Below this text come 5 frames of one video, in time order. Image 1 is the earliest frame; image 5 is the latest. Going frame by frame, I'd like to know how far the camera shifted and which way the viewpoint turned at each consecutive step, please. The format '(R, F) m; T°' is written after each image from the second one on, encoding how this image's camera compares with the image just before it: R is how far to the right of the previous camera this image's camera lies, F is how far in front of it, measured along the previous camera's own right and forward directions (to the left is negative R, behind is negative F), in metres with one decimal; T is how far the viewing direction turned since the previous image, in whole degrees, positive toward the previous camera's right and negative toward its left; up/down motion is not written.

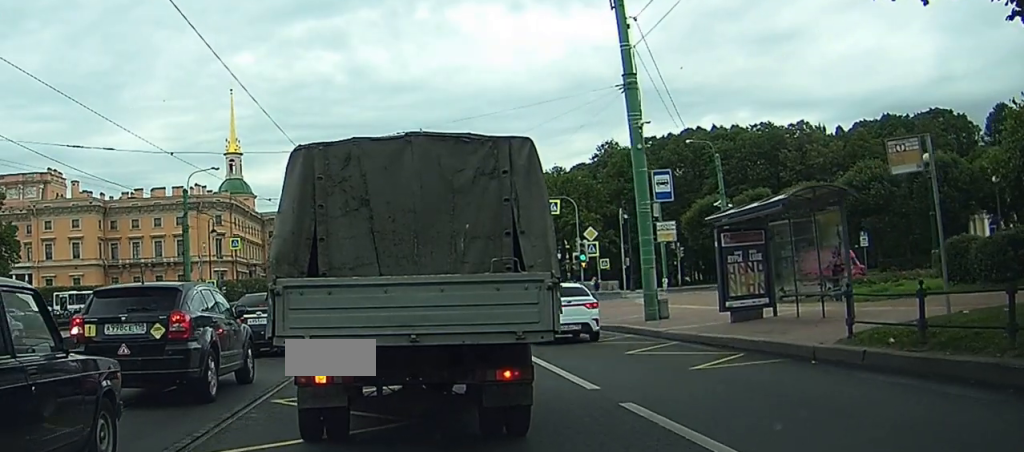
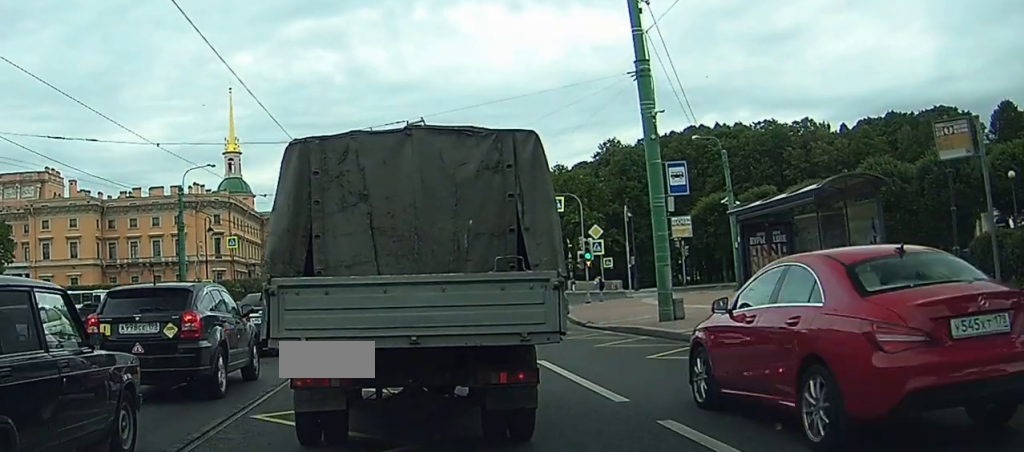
(0.0, +1.8) m; -2°
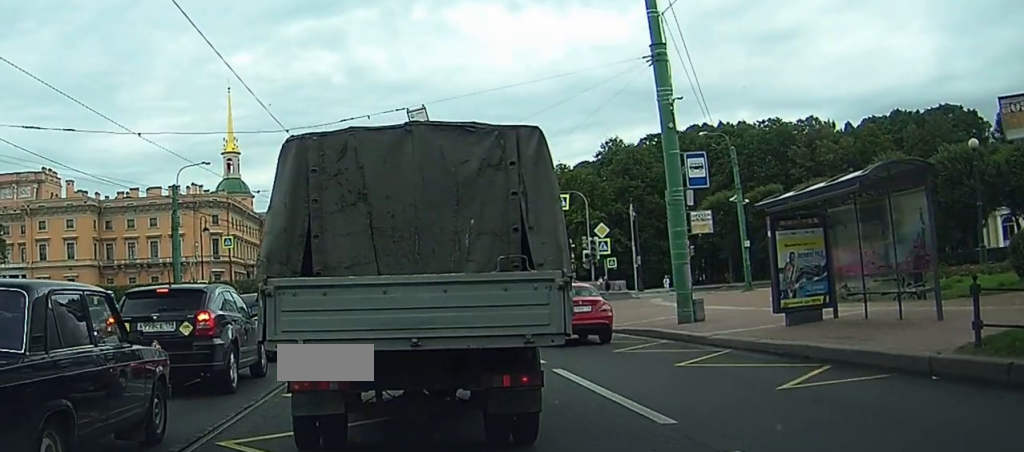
(0.0, +2.3) m; 0°
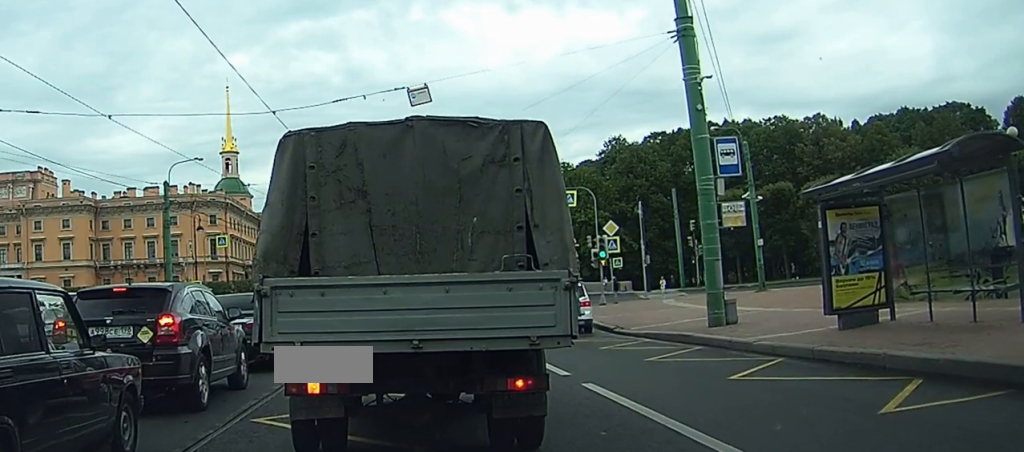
(0.0, +3.2) m; 0°
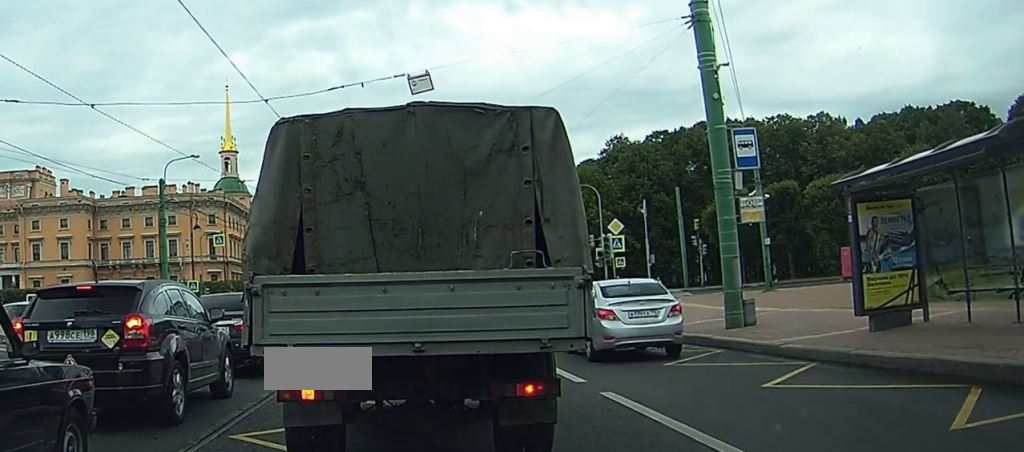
(-0.1, +1.4) m; 0°
